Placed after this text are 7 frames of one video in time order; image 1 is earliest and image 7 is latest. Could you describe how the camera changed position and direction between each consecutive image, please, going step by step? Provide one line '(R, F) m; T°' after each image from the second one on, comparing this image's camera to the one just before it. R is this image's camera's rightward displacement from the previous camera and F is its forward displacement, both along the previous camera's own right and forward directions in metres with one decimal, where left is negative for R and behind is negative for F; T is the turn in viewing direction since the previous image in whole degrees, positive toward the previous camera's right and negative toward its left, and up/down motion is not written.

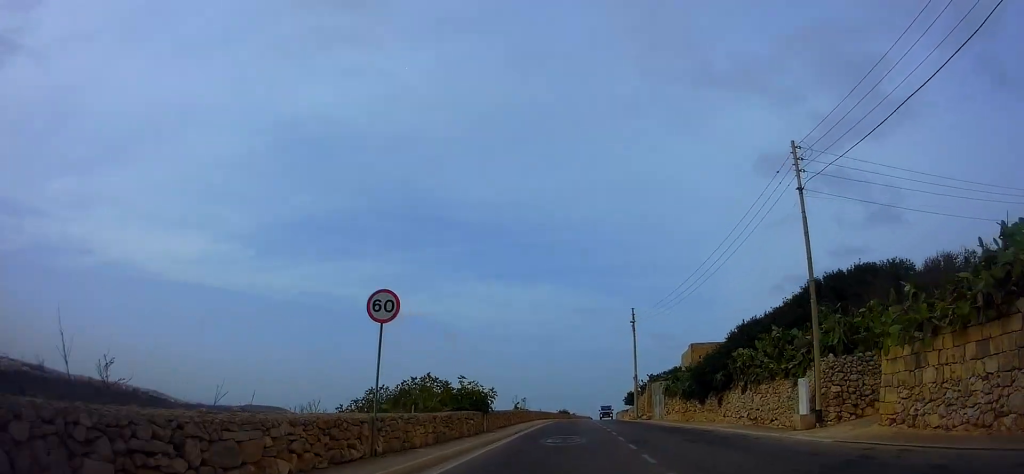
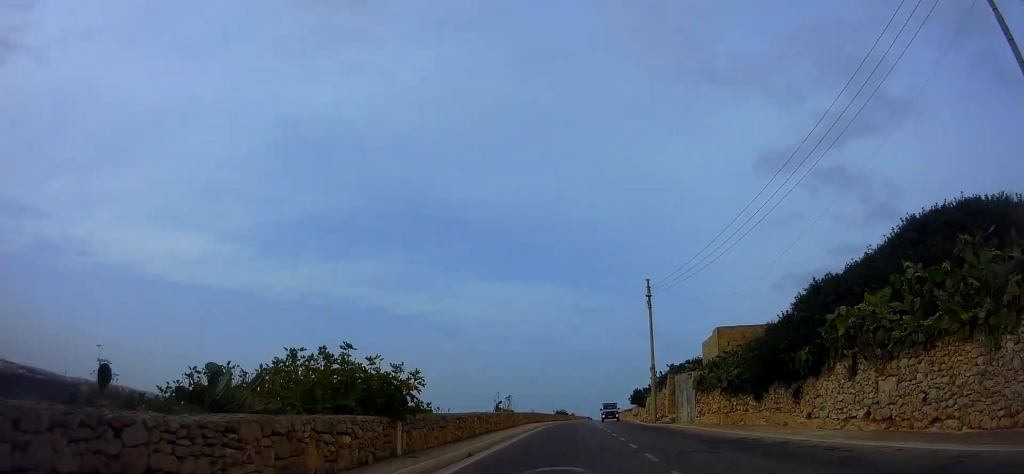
(0.0, +10.1) m; 0°
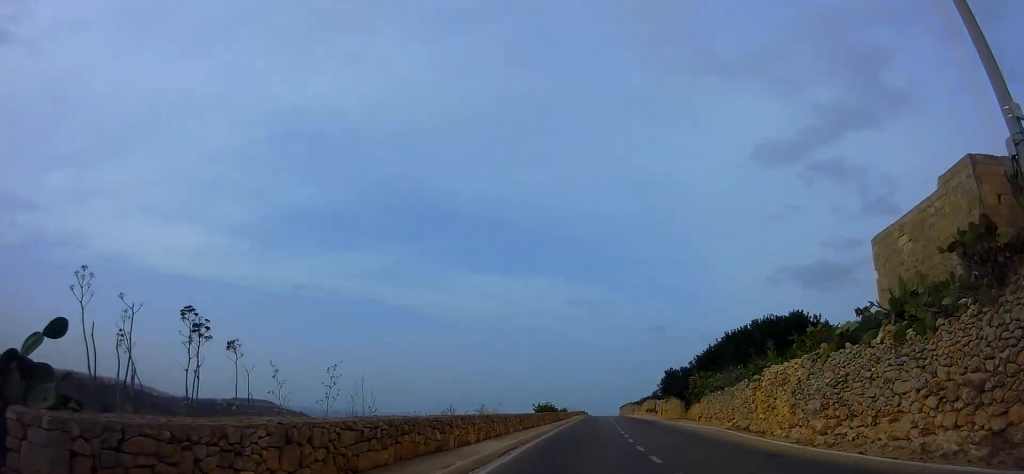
(-0.1, +30.5) m; -1°
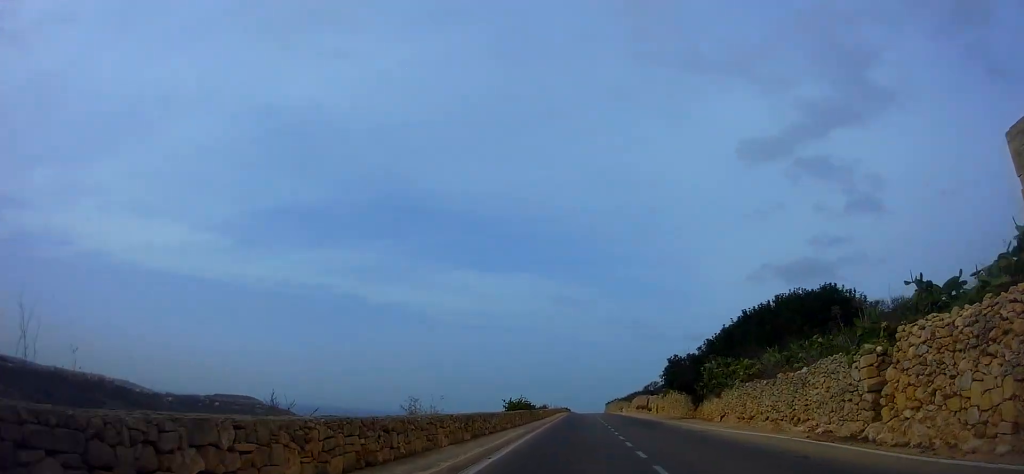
(-0.1, +9.2) m; 0°
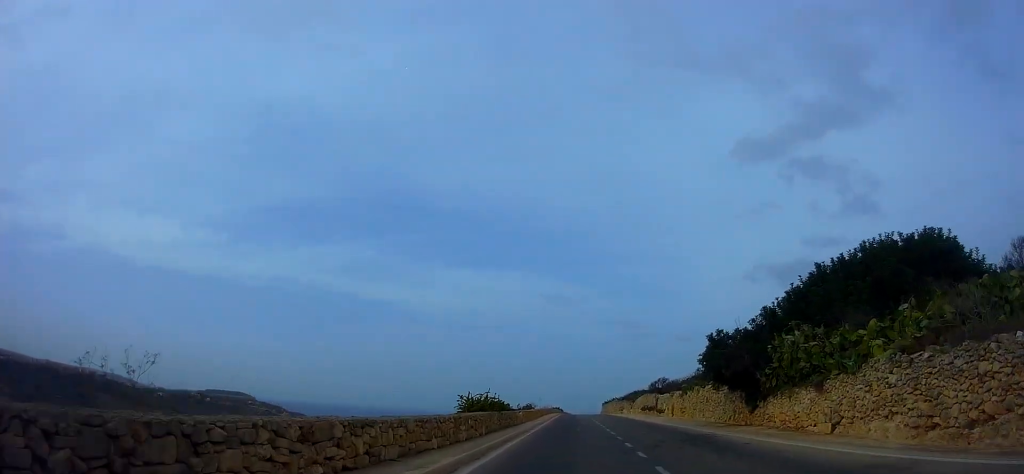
(+0.1, +12.7) m; +2°
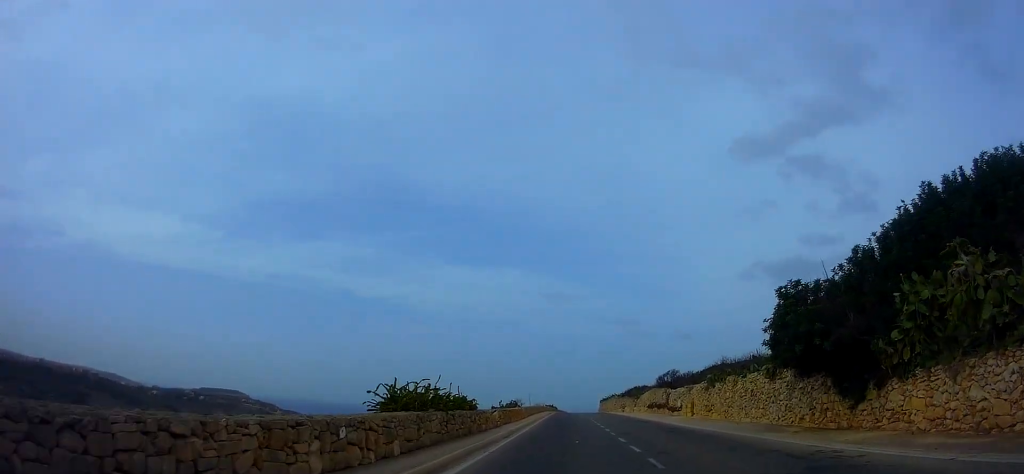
(+0.2, +9.3) m; +1°
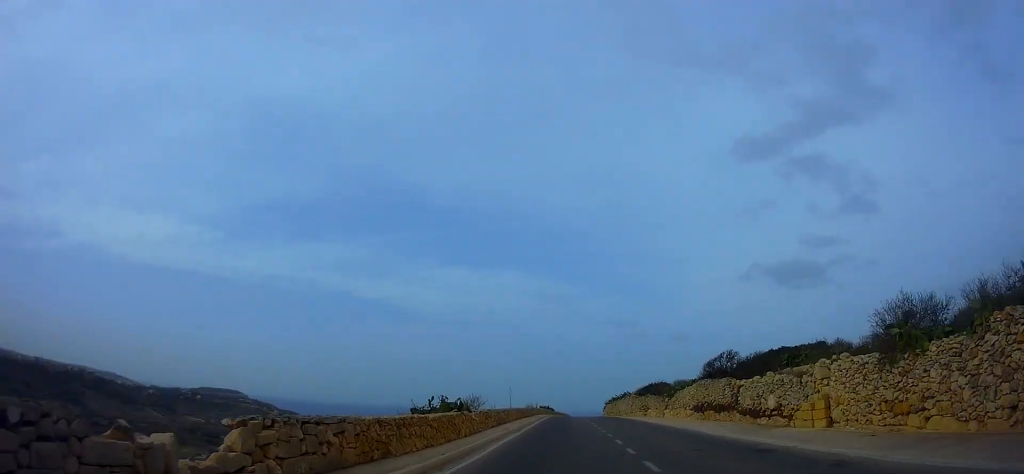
(0.0, +19.7) m; 0°
